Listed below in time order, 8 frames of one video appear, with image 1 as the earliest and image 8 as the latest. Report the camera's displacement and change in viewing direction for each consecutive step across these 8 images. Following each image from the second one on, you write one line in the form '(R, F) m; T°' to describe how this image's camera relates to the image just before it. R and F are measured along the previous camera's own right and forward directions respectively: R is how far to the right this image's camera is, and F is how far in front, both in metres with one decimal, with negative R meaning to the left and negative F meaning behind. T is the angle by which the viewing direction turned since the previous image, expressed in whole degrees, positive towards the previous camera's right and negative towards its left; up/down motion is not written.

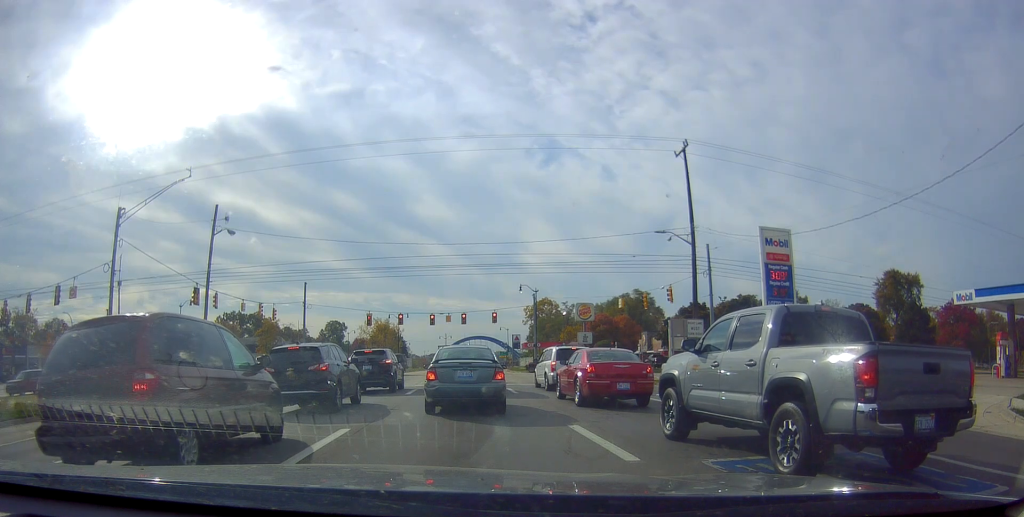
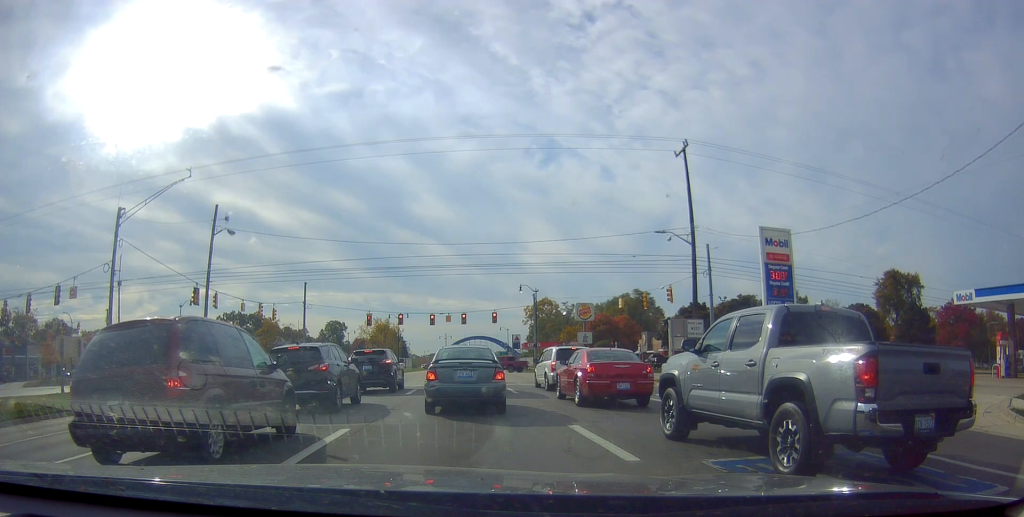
(0.0, 0.0) m; 0°
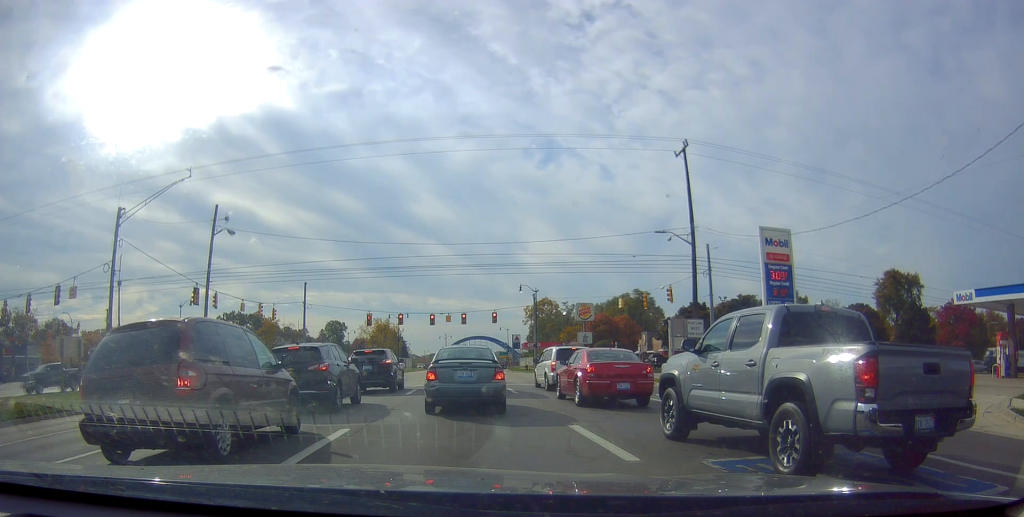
(0.0, 0.0) m; 0°
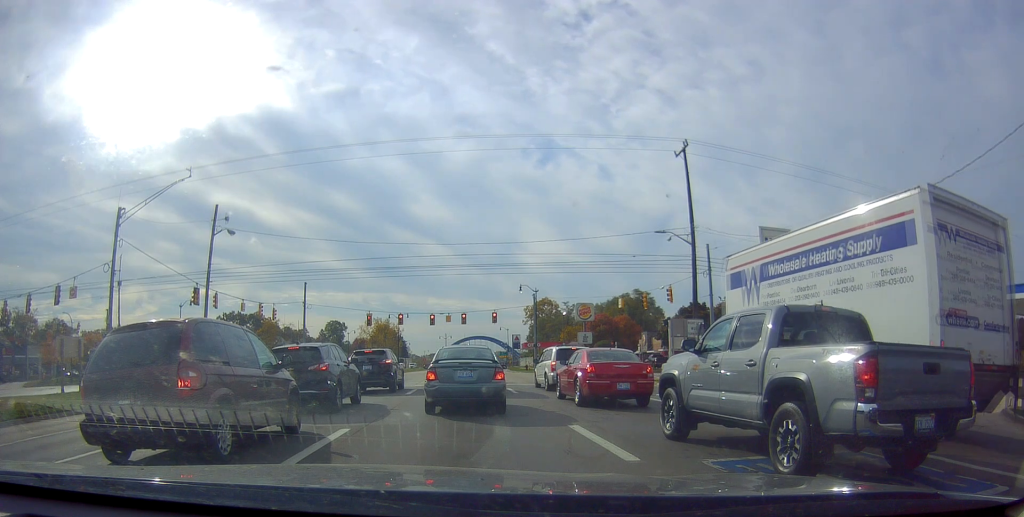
(0.0, 0.0) m; 0°
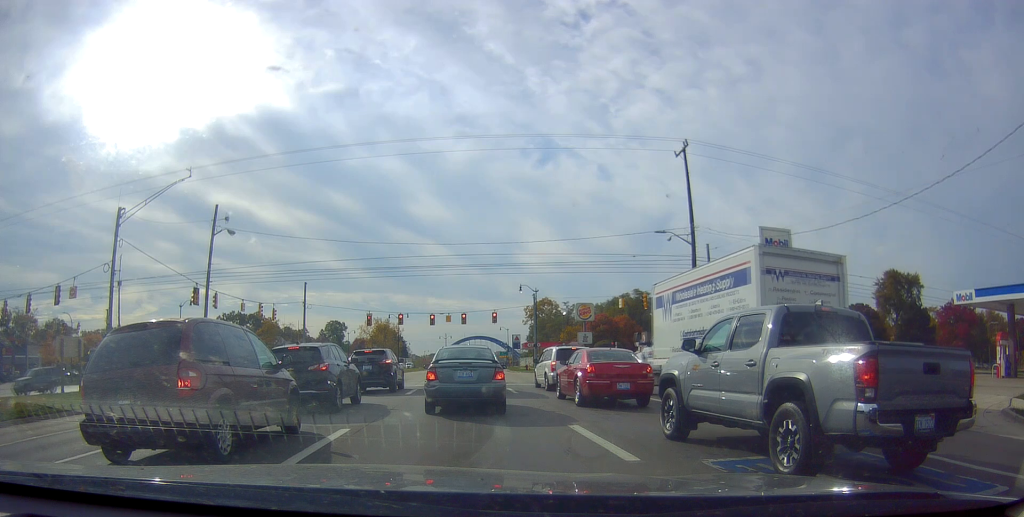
(0.0, 0.0) m; 0°
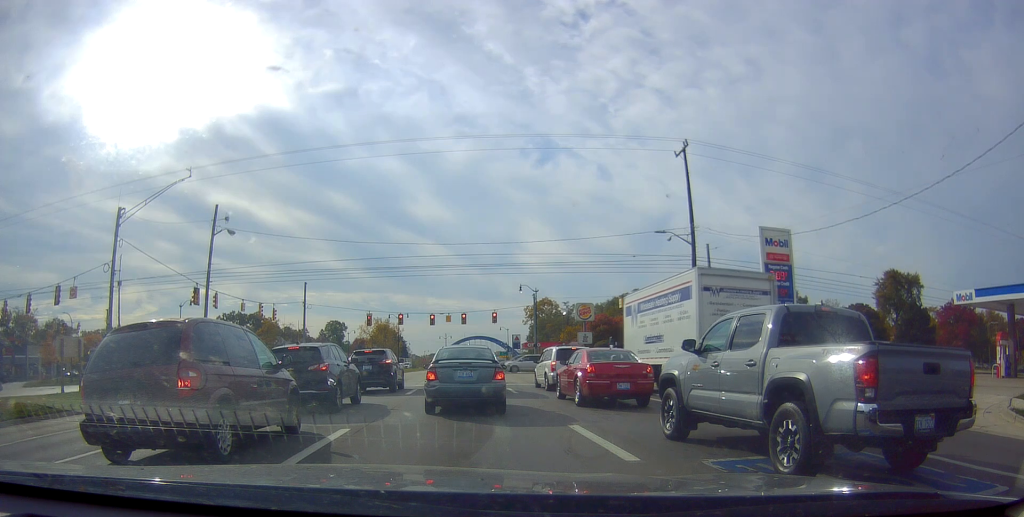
(0.0, 0.0) m; 0°
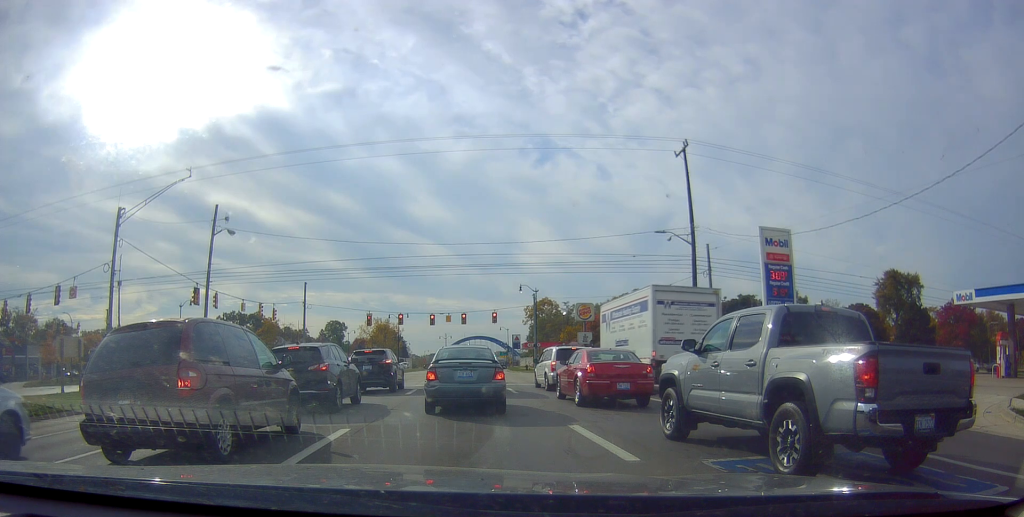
(0.0, 0.0) m; 0°
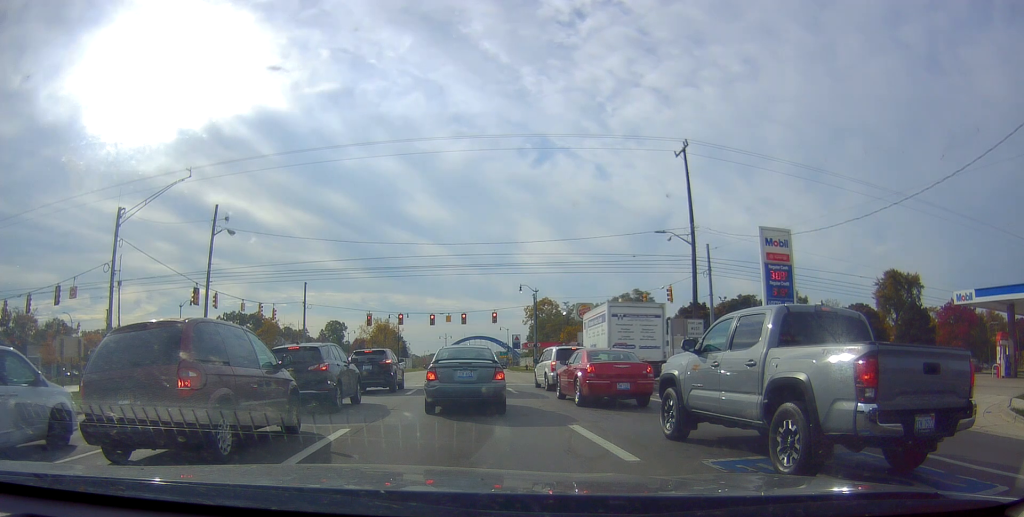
(0.0, 0.0) m; 0°
